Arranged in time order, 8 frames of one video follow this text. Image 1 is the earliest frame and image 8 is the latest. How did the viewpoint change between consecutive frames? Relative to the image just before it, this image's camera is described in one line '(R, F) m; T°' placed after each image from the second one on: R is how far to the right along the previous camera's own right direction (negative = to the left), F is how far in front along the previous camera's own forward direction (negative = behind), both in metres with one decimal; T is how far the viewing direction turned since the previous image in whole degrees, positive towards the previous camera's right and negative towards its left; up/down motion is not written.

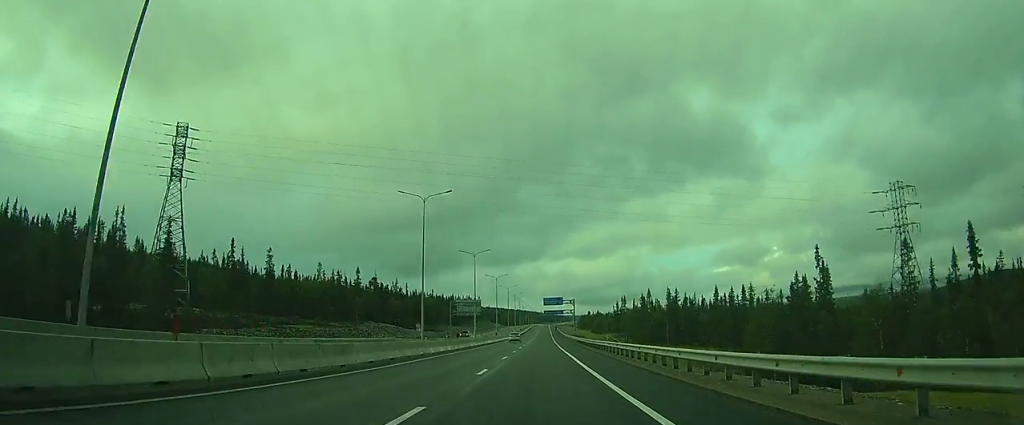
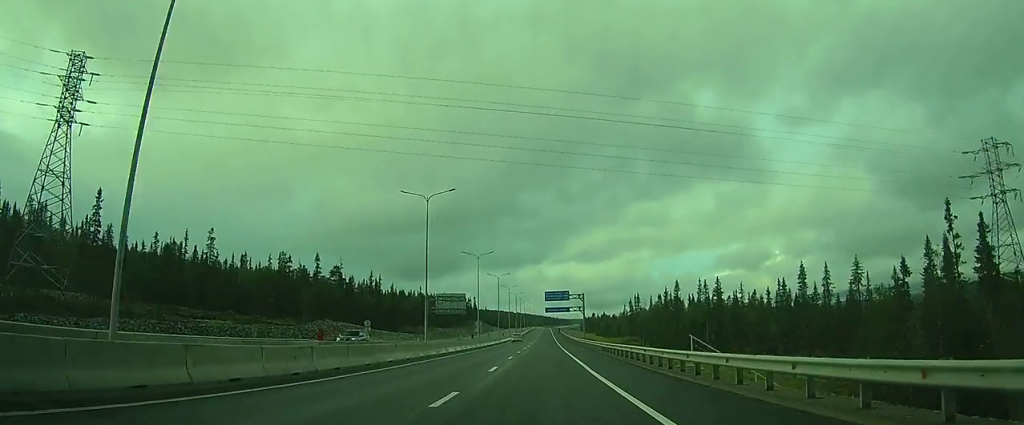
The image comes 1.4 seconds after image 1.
(-0.4, +32.2) m; -1°
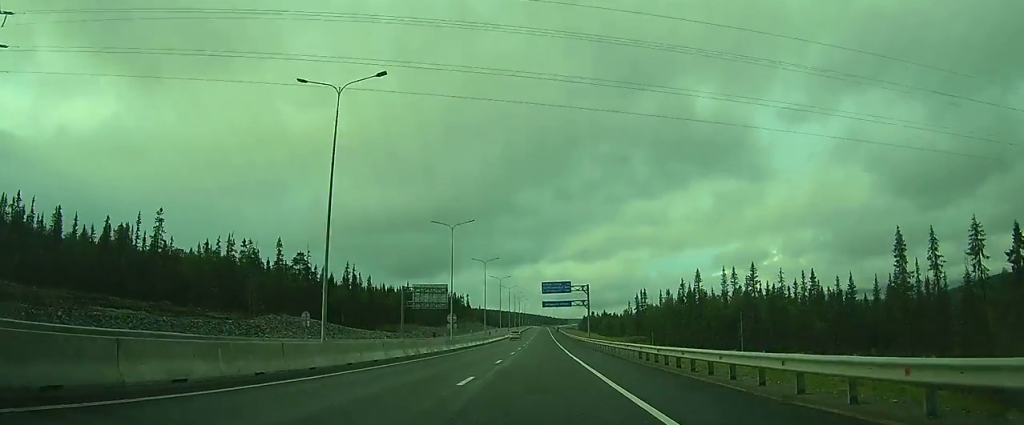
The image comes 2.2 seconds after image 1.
(0.0, +19.6) m; 0°
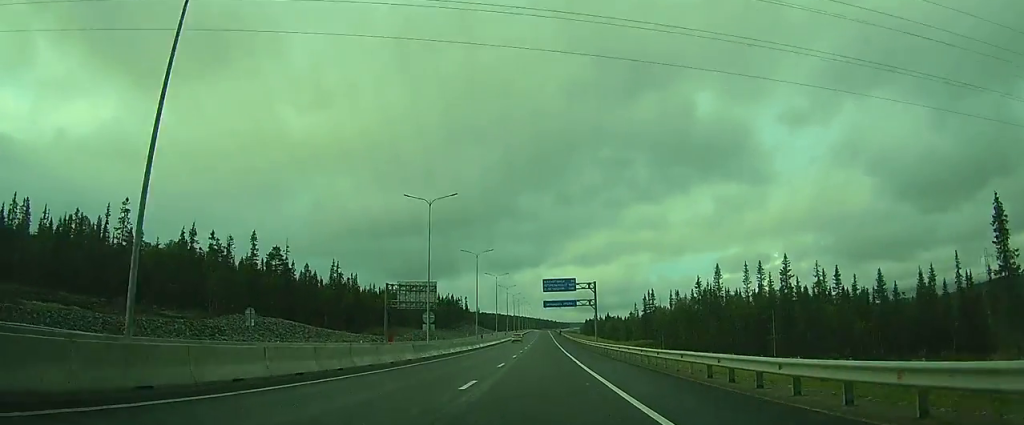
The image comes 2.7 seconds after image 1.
(0.0, +11.8) m; 0°
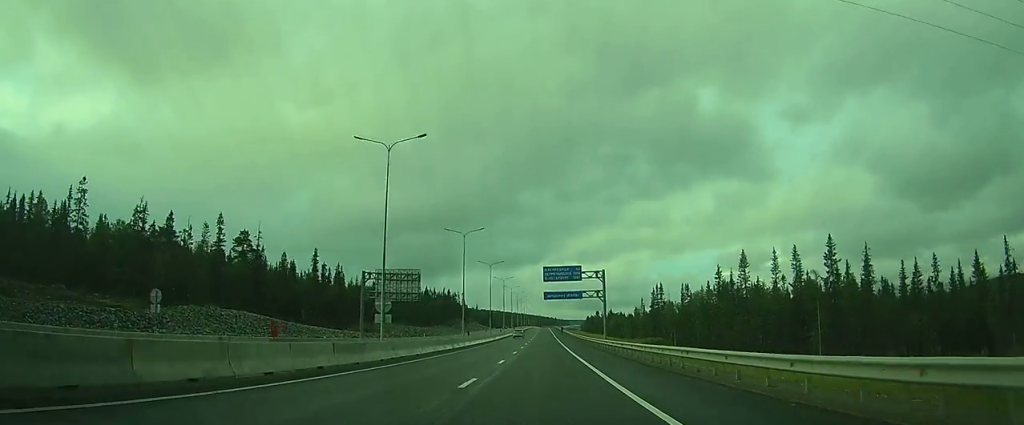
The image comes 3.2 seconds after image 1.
(0.0, +12.5) m; 0°
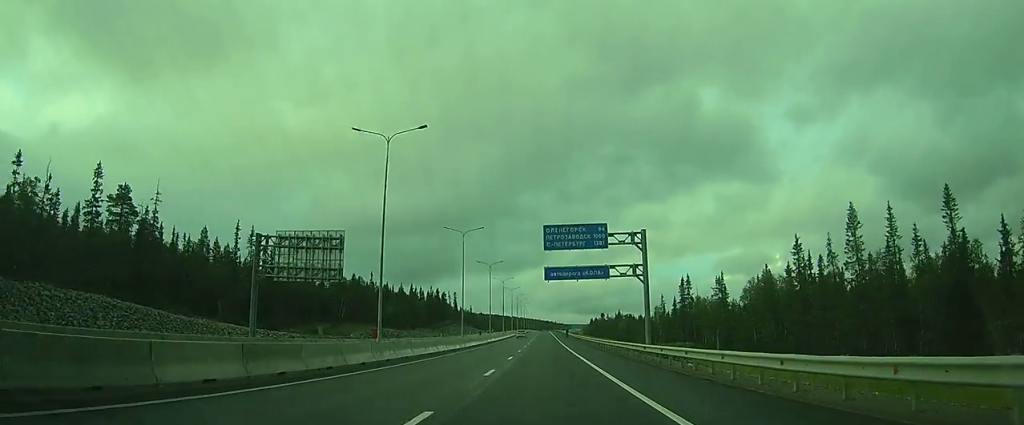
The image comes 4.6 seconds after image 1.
(0.0, +31.2) m; 0°
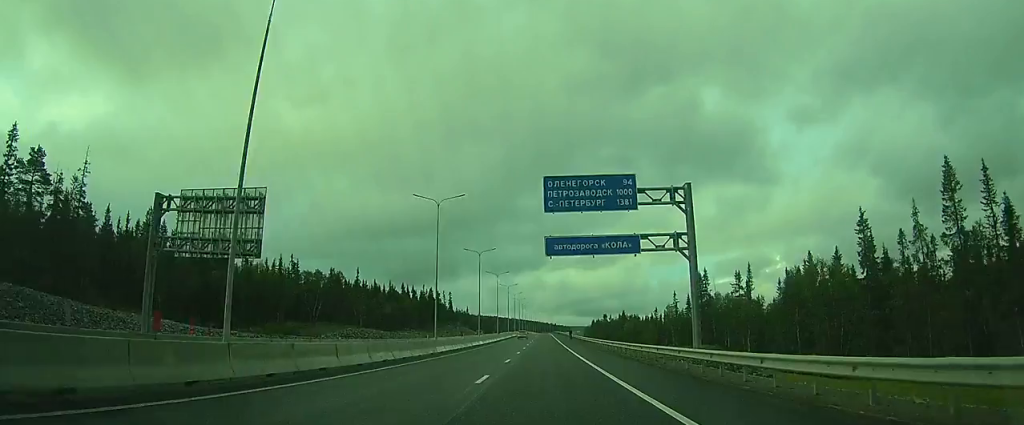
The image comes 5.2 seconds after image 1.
(0.0, +14.8) m; 0°
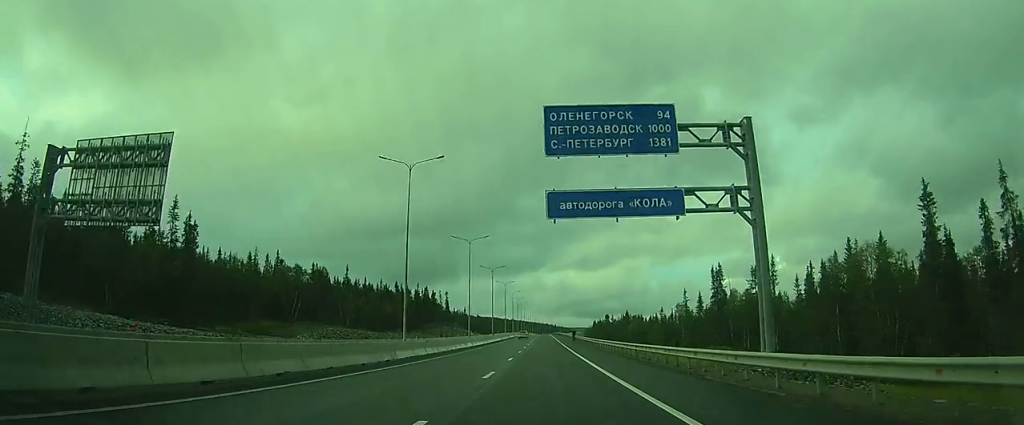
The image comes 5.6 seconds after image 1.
(0.0, +10.1) m; 0°
